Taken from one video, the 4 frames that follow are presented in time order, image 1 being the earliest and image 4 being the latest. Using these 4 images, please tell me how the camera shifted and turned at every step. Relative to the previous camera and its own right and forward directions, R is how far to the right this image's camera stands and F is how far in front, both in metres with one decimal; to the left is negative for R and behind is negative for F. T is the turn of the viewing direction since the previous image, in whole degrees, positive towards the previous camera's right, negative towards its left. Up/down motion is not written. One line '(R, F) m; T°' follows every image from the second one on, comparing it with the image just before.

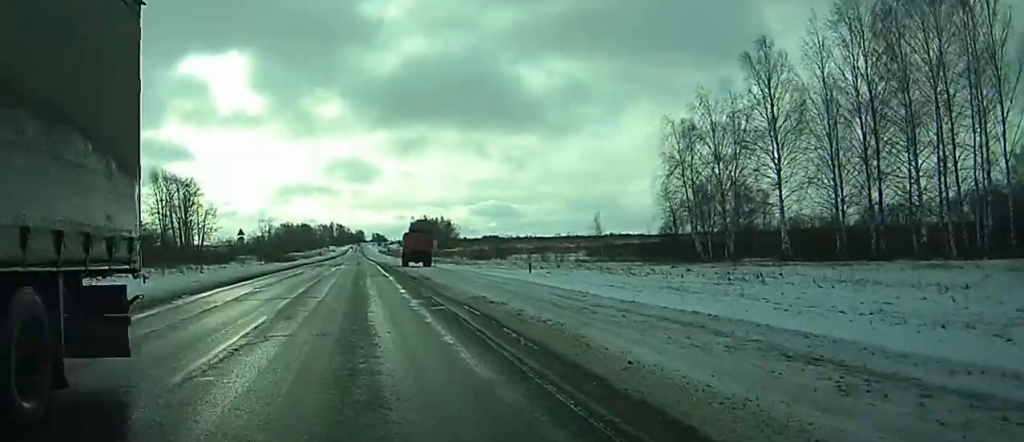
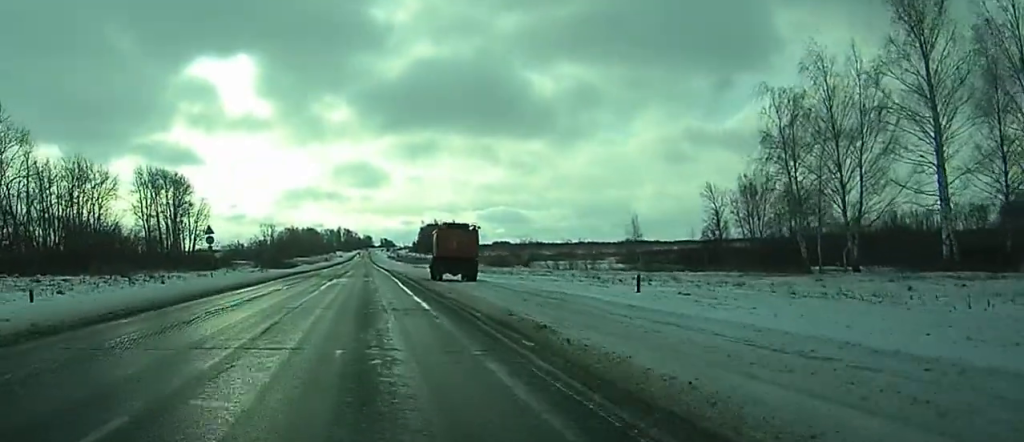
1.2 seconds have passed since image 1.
(0.0, +23.0) m; 0°
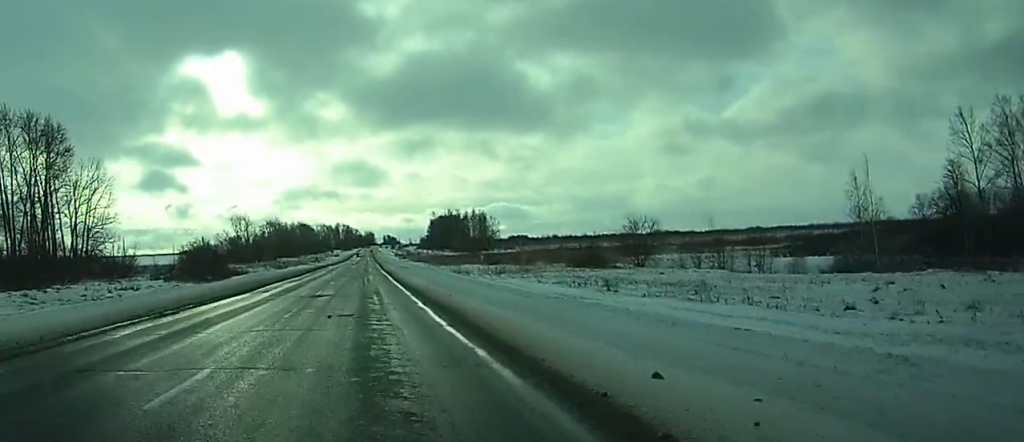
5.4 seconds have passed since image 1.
(+0.1, +87.4) m; 0°
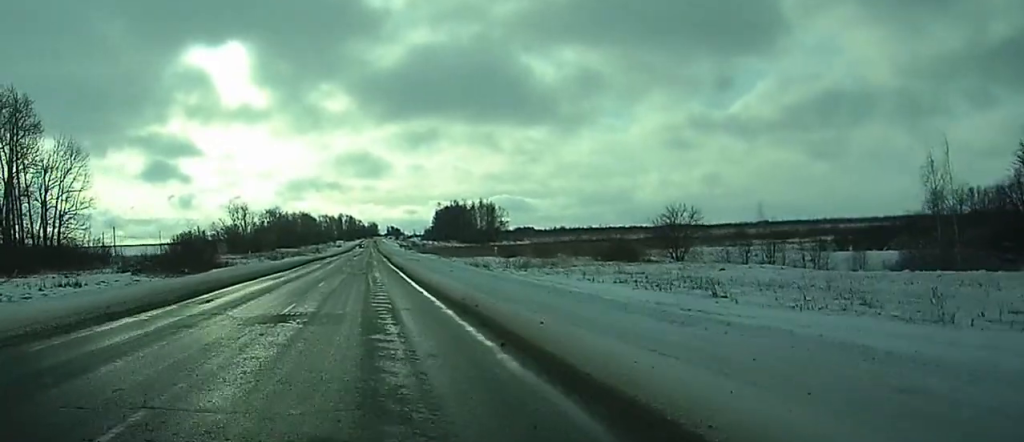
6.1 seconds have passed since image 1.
(0.0, +14.4) m; 0°
